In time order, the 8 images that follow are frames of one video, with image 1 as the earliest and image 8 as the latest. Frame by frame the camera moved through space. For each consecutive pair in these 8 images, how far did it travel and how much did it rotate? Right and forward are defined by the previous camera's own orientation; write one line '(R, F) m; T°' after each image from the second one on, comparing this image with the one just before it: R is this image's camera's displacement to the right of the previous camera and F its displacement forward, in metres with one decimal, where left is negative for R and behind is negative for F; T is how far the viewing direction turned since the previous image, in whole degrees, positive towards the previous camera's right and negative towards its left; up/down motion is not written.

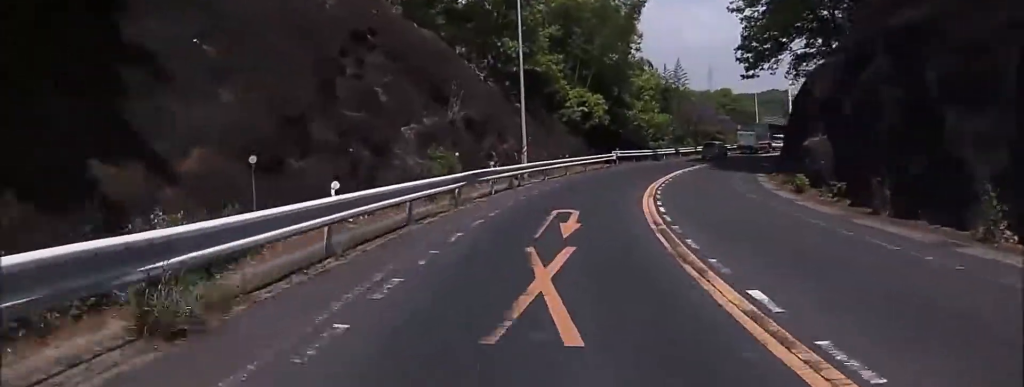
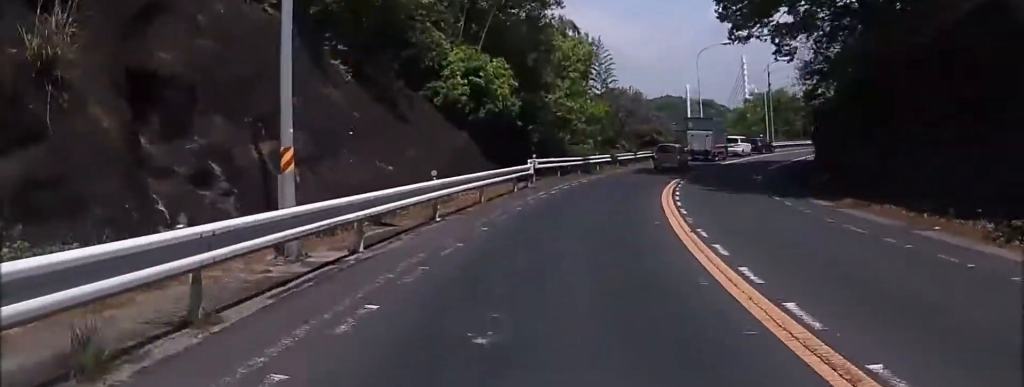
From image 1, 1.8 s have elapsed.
(+1.9, +19.8) m; +13°
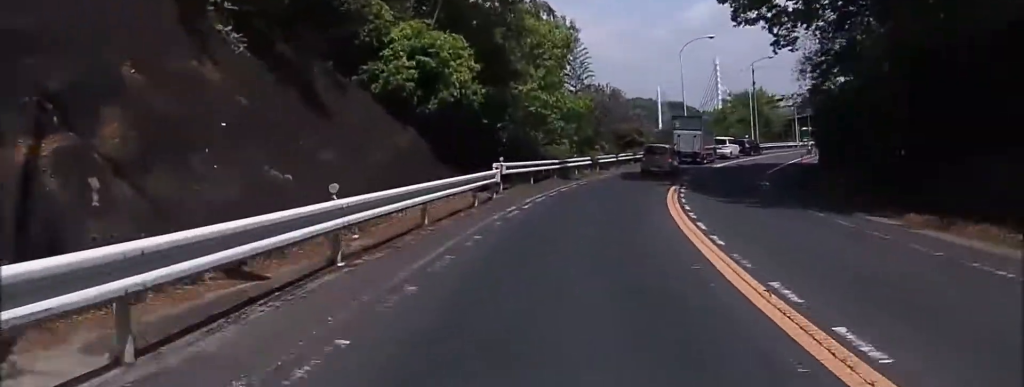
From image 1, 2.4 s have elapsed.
(+0.4, +5.2) m; +2°
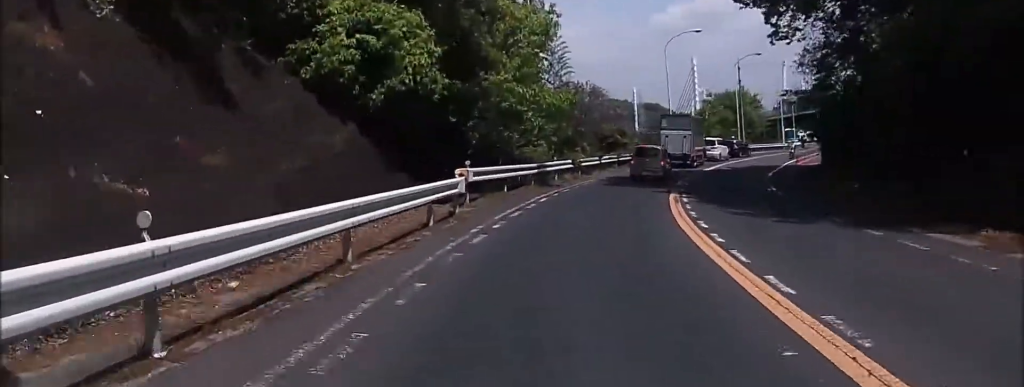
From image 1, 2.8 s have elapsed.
(+0.4, +3.8) m; +1°
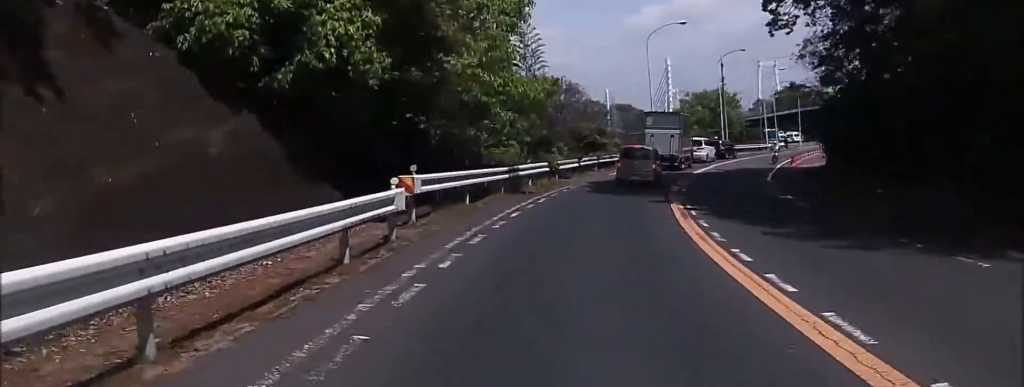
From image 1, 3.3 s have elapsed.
(-0.1, +4.0) m; +1°
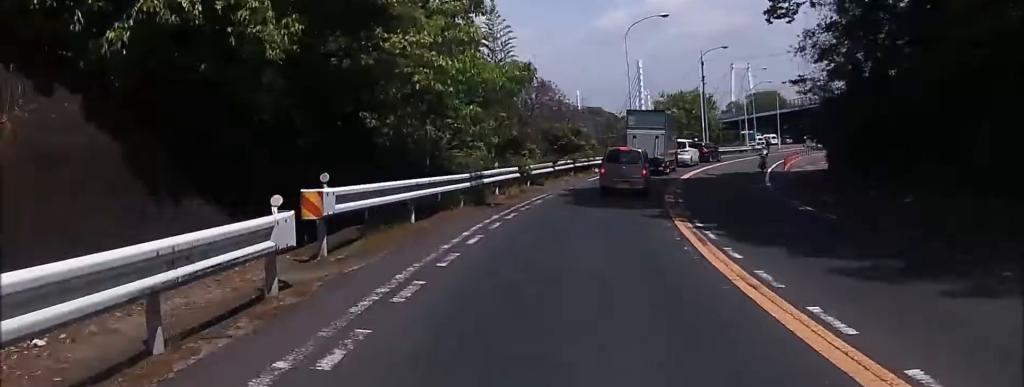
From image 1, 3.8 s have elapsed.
(-0.4, +3.8) m; +1°
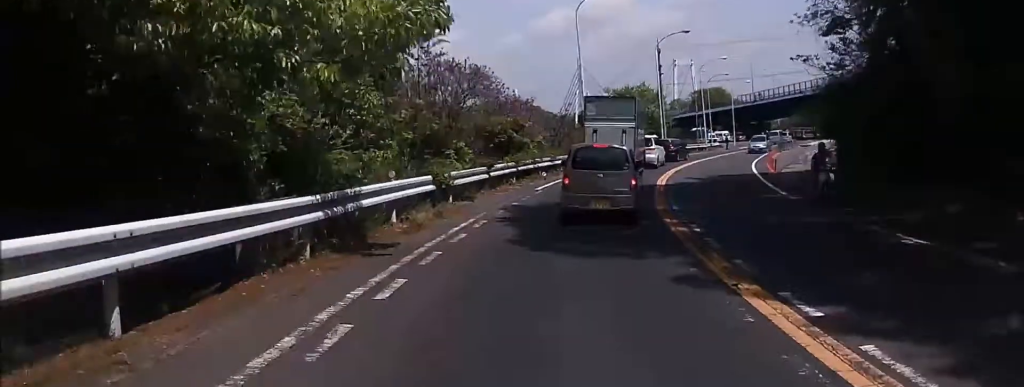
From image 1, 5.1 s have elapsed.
(+1.0, +8.0) m; +7°
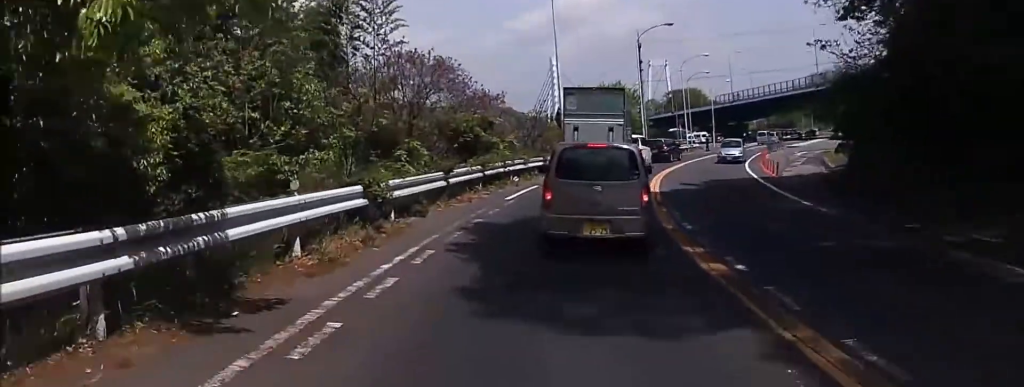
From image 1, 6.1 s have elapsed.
(-0.2, +4.4) m; 0°
